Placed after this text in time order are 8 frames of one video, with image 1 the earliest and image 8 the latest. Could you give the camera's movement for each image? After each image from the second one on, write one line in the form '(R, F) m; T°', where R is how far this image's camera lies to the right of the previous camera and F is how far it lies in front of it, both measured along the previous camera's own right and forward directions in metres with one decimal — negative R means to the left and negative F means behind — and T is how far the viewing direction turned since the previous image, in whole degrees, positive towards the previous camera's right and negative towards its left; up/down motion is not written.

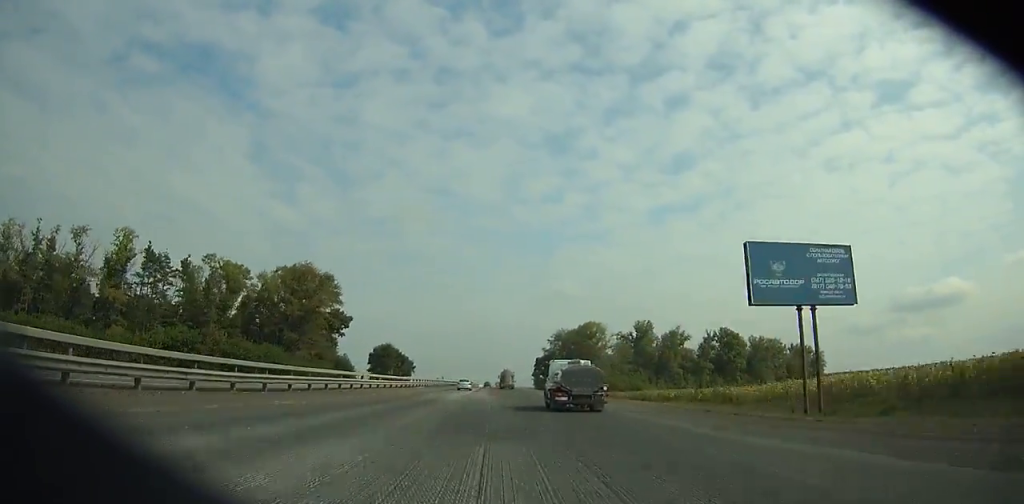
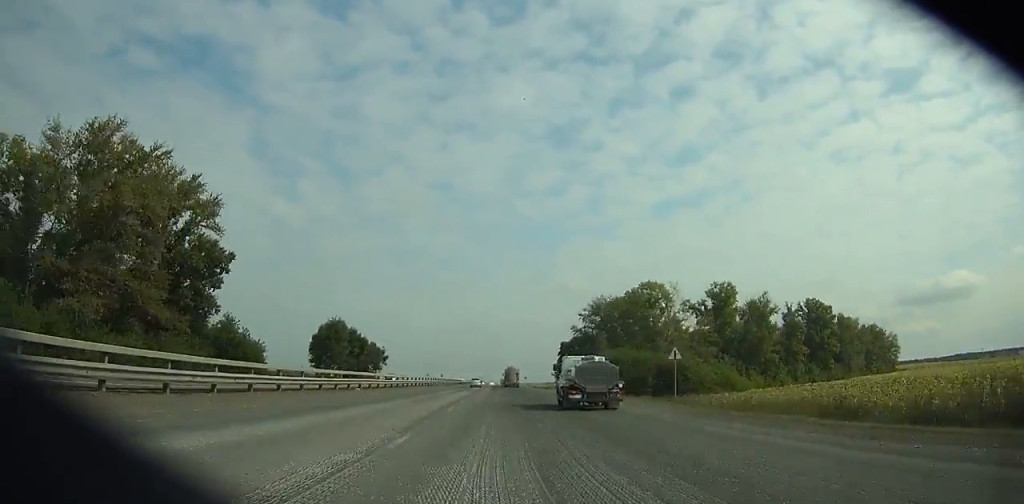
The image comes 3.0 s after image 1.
(+0.2, +67.2) m; 0°
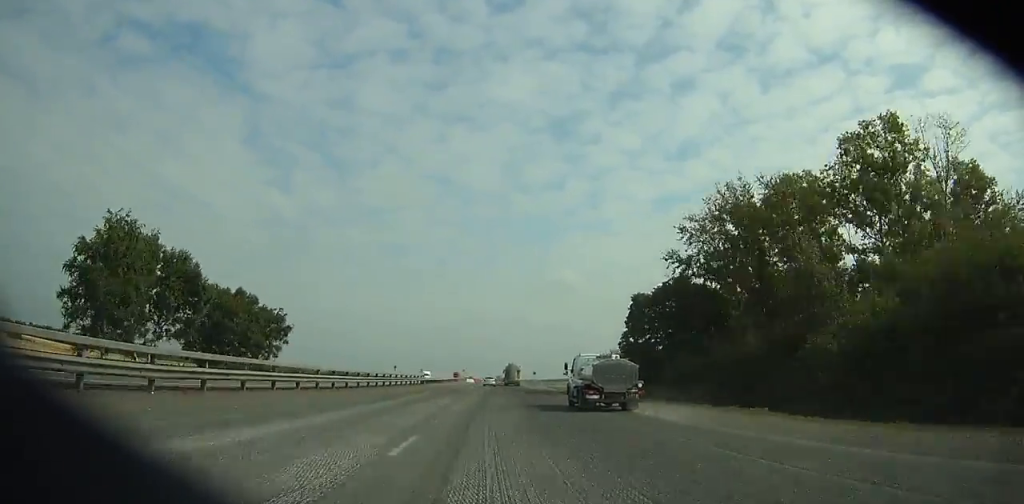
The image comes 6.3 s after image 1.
(-0.3, +71.3) m; 0°
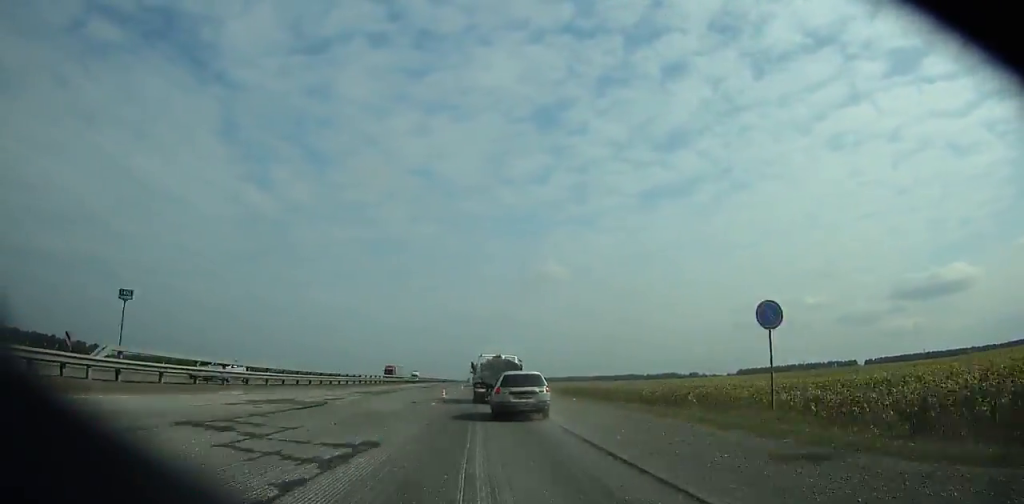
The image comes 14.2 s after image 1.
(+3.6, +153.5) m; +2°
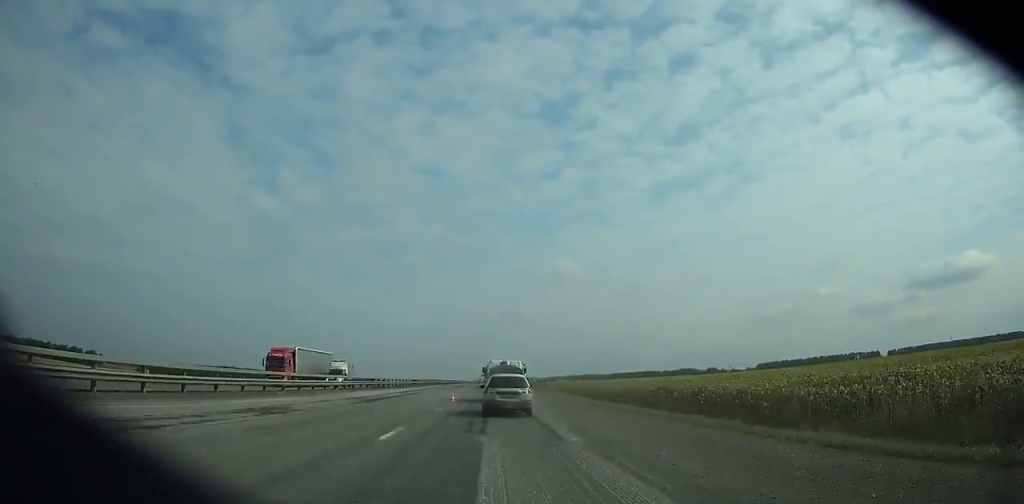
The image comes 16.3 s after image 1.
(-0.5, +36.5) m; -1°
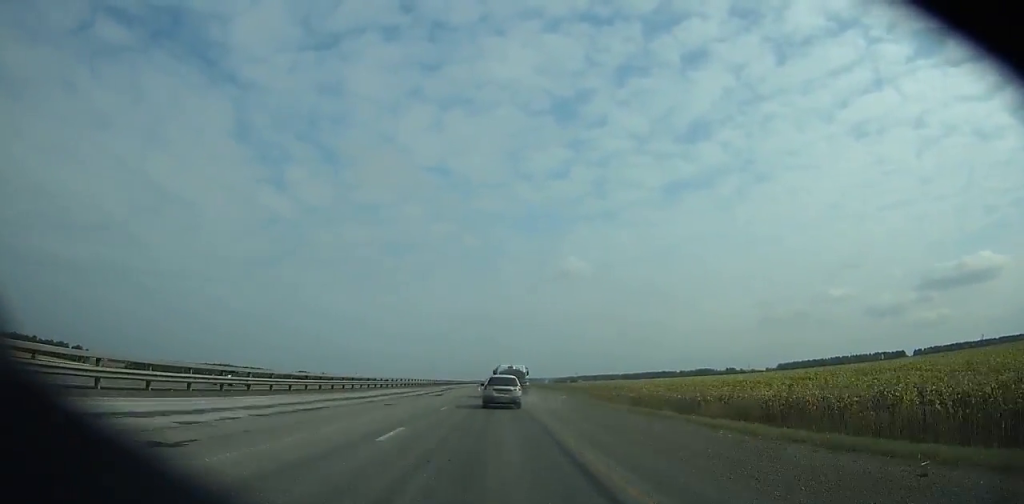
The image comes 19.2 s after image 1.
(-0.5, +49.3) m; -1°
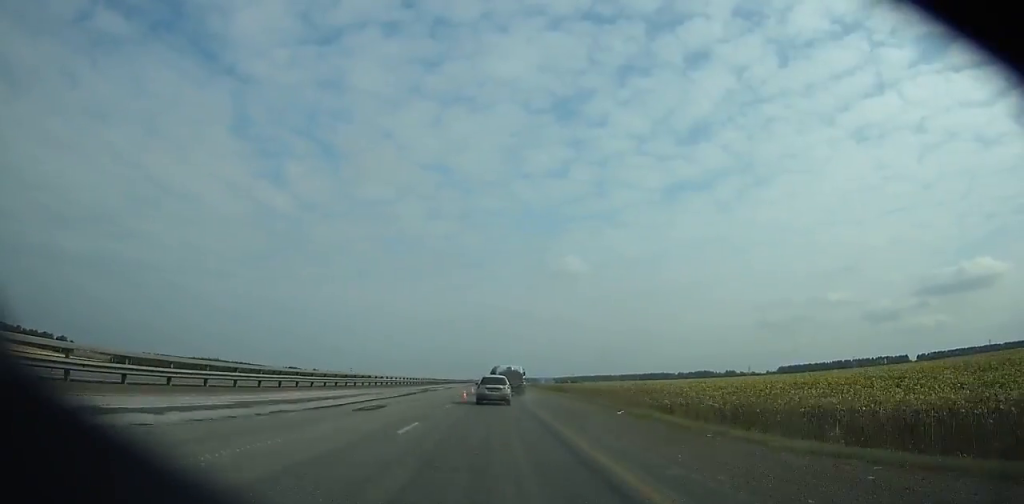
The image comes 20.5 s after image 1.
(-0.1, +22.3) m; 0°
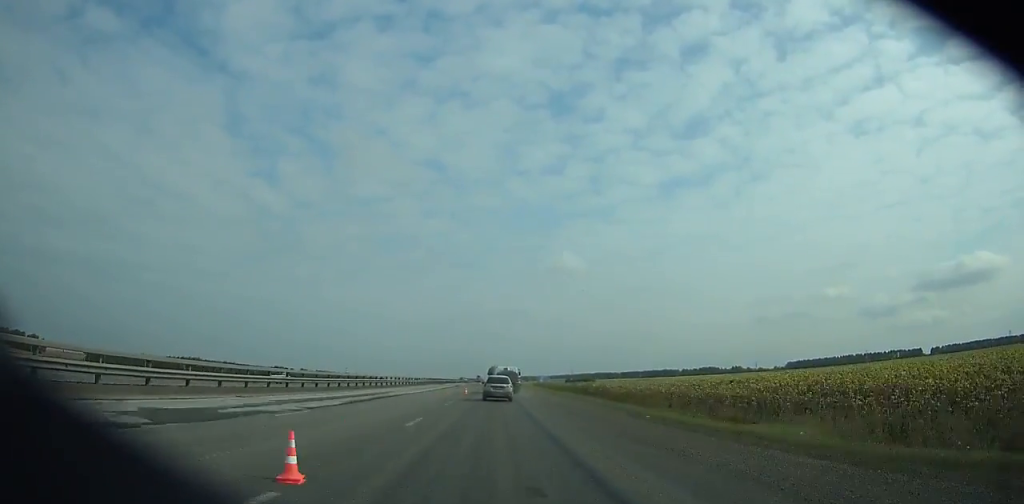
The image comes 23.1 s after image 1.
(-0.3, +45.1) m; 0°
